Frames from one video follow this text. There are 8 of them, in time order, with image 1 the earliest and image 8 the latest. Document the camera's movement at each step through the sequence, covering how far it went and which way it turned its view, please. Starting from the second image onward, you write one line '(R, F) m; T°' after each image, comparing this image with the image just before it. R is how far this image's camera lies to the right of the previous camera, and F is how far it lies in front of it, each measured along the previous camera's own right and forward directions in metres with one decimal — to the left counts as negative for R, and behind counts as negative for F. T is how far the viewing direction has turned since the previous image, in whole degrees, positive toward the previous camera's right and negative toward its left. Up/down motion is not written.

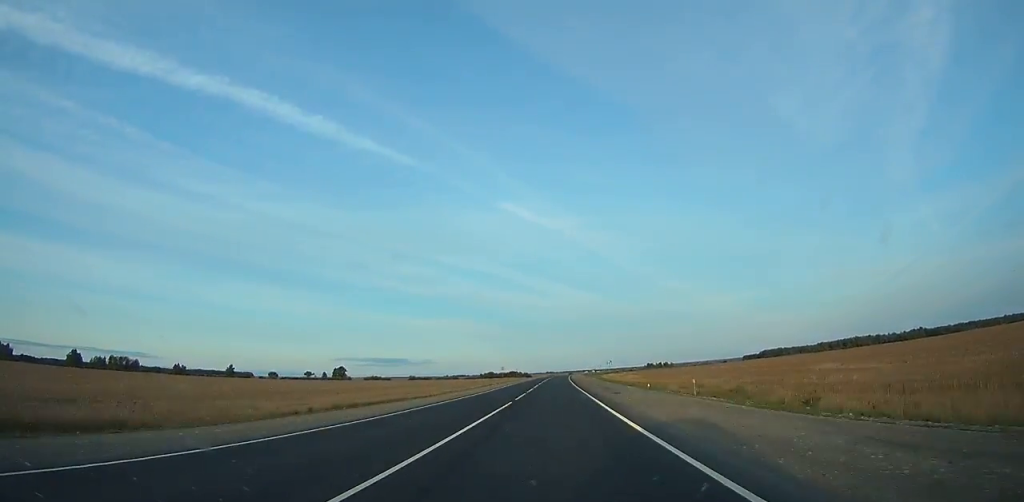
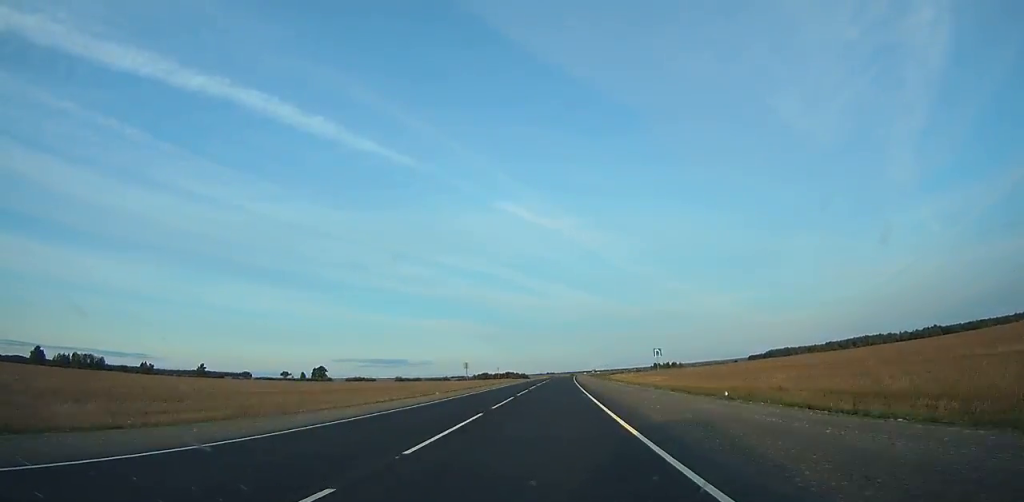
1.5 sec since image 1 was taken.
(+0.1, +44.1) m; 0°
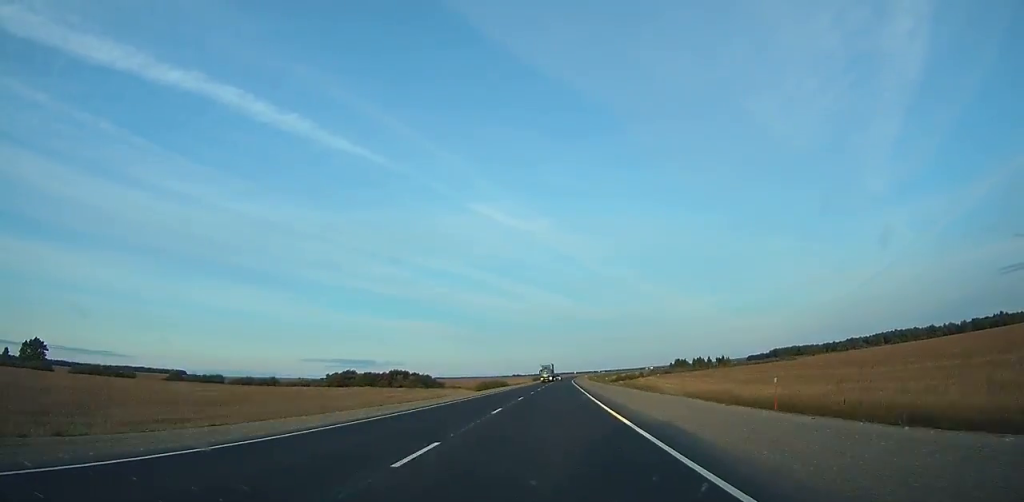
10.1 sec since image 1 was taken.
(+3.8, +255.1) m; +2°
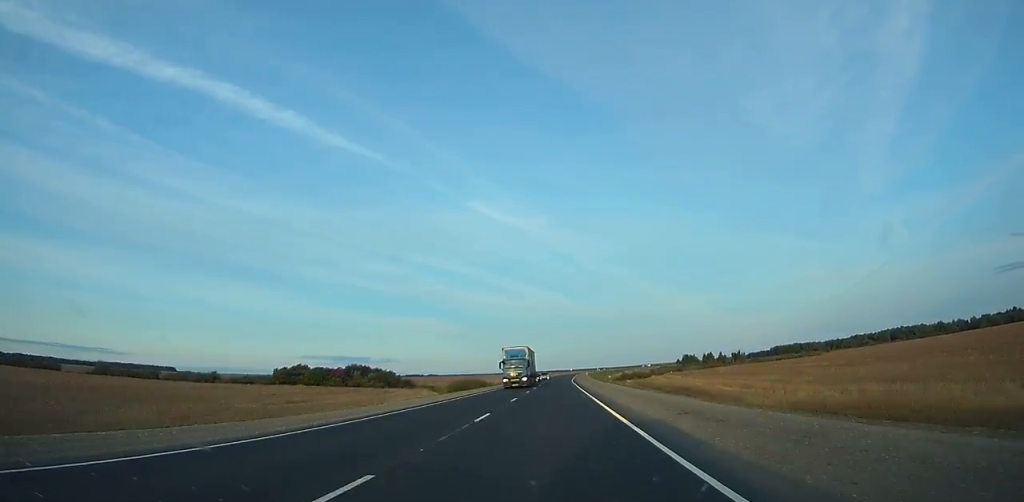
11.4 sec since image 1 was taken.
(+0.3, +38.9) m; +1°
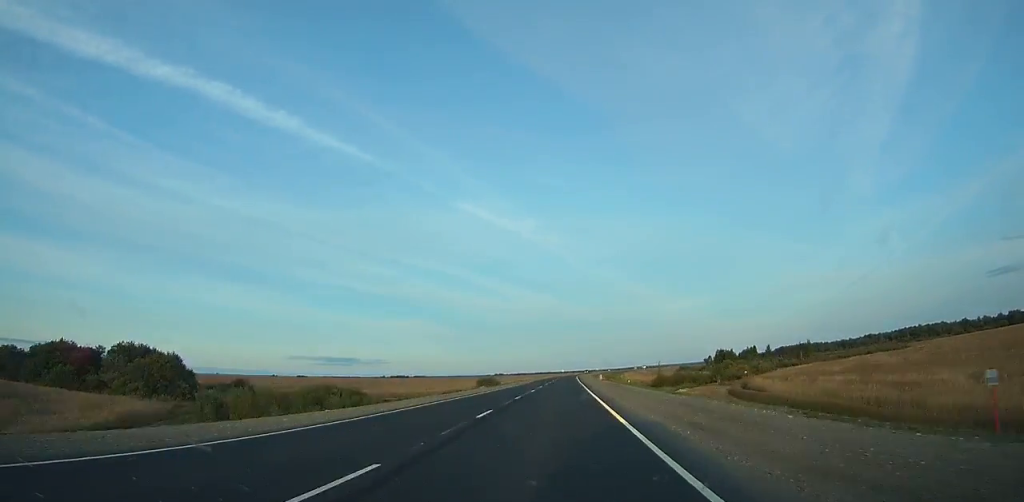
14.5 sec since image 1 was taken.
(+1.2, +92.8) m; +1°
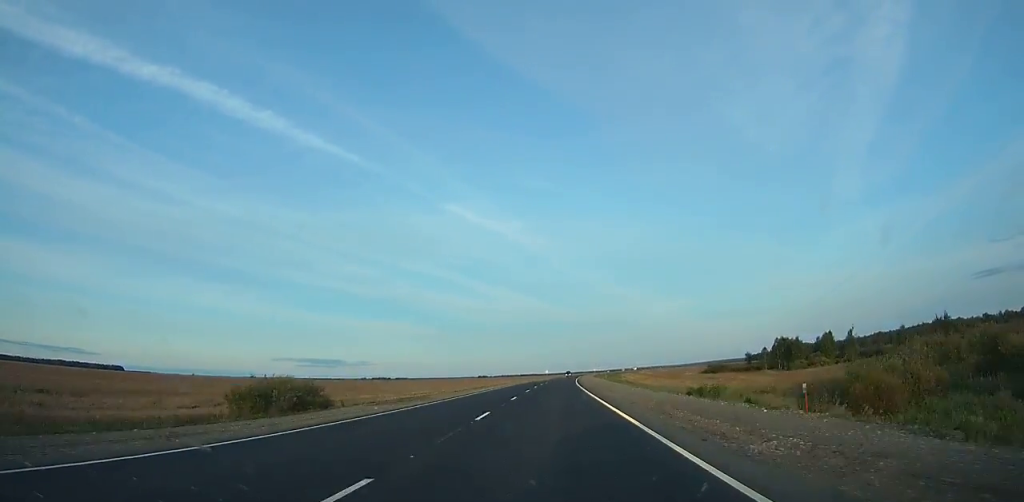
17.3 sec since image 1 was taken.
(+0.8, +83.6) m; +1°
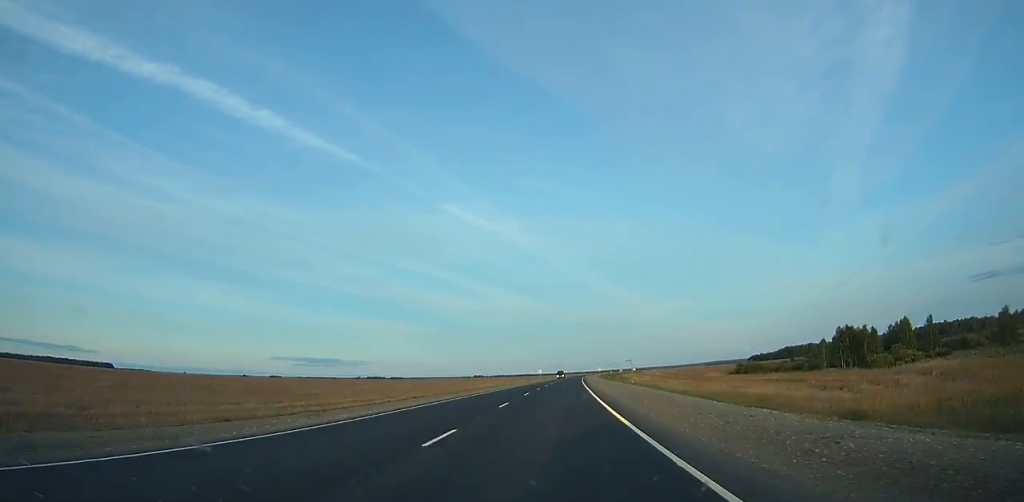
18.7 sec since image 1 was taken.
(0.0, +41.7) m; +1°
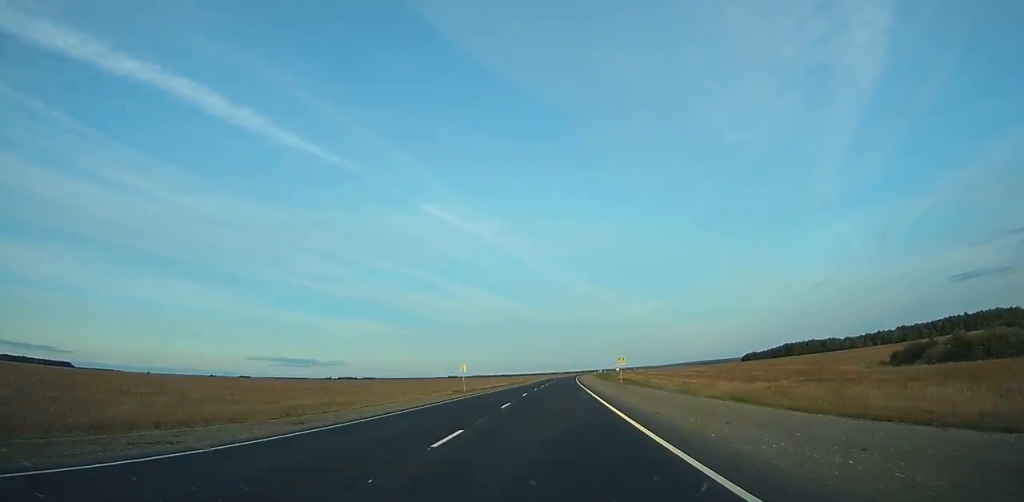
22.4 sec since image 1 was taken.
(+1.7, +108.3) m; +1°
